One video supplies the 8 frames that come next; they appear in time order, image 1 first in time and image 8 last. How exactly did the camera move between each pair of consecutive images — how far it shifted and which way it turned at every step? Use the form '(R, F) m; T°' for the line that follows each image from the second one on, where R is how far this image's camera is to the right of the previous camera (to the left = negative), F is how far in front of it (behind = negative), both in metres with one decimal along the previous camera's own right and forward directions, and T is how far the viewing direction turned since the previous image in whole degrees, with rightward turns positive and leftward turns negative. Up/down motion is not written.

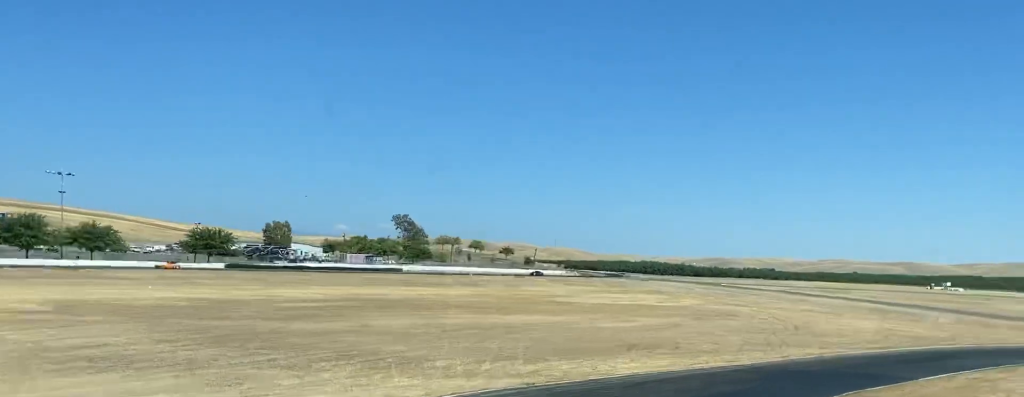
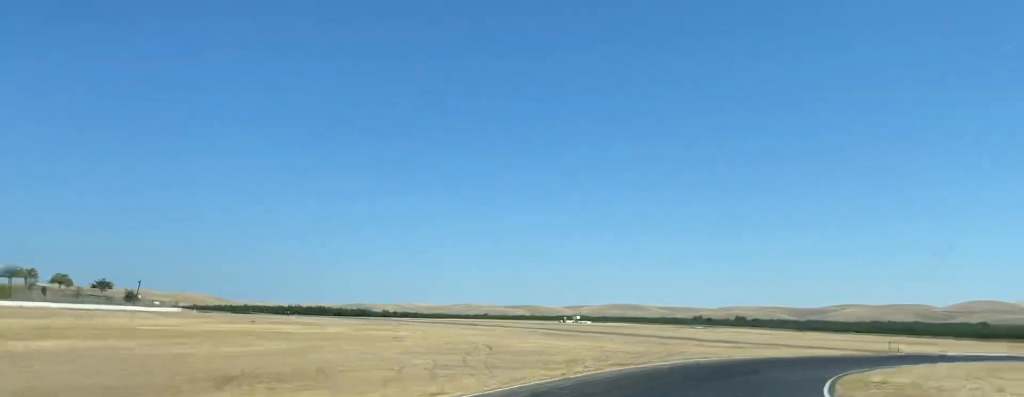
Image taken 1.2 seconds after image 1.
(+8.9, +35.0) m; +29°
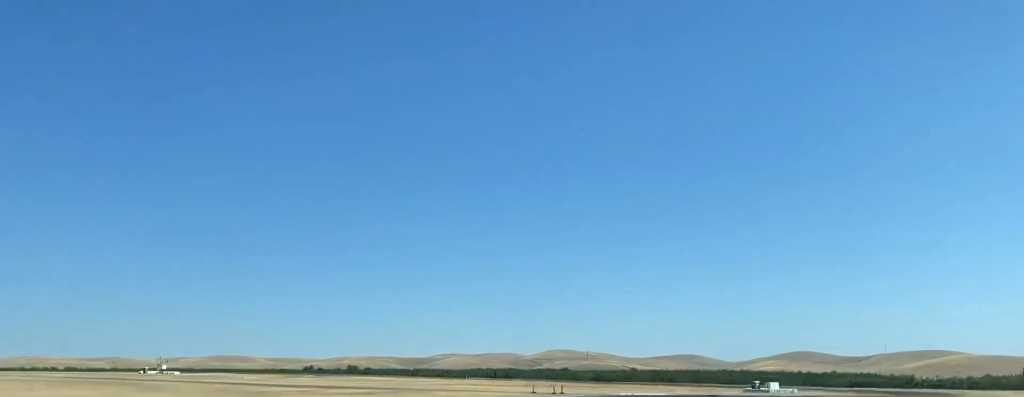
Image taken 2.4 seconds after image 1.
(+7.6, +35.8) m; +20°
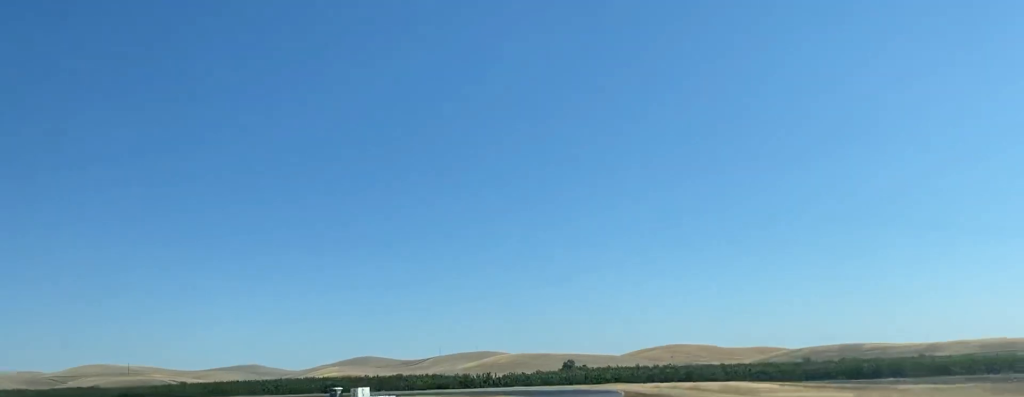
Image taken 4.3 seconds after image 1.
(+12.2, +66.6) m; +13°
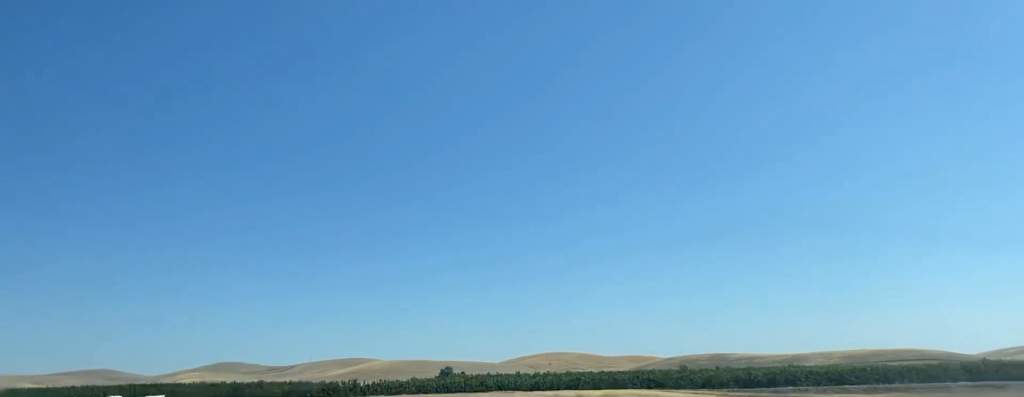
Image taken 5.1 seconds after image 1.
(-0.7, +27.5) m; -2°
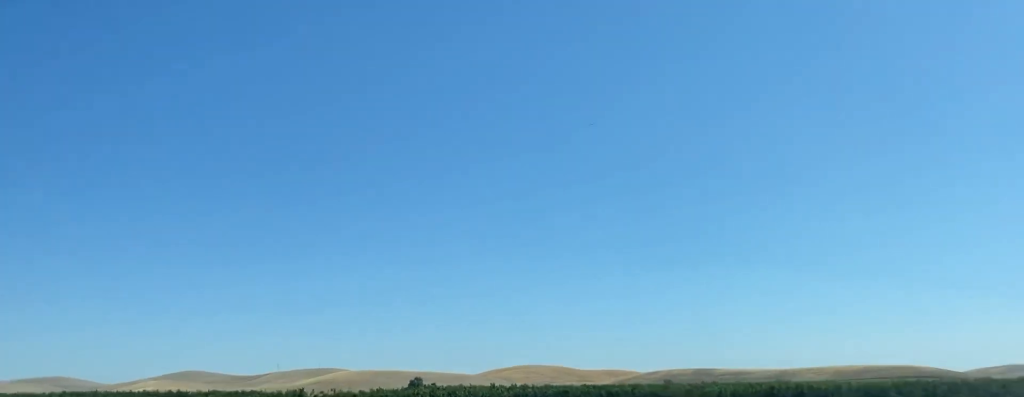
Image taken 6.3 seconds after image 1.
(-1.2, +39.2) m; -23°
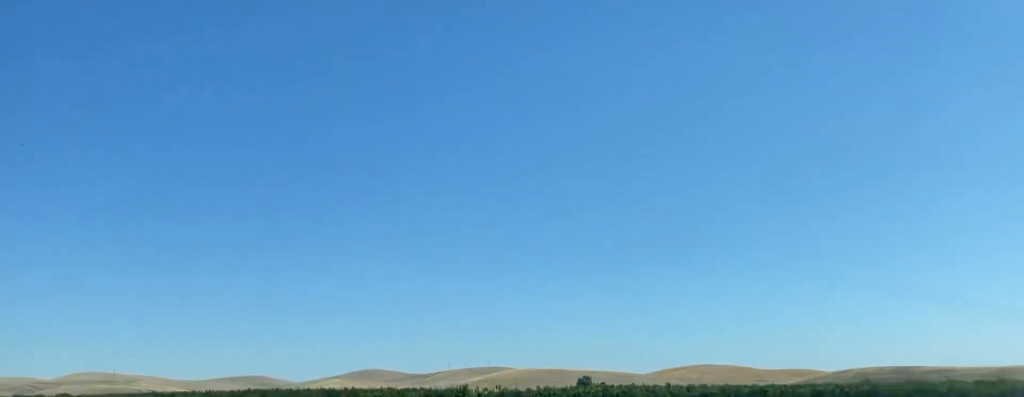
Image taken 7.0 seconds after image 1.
(-7.2, +21.4) m; -23°
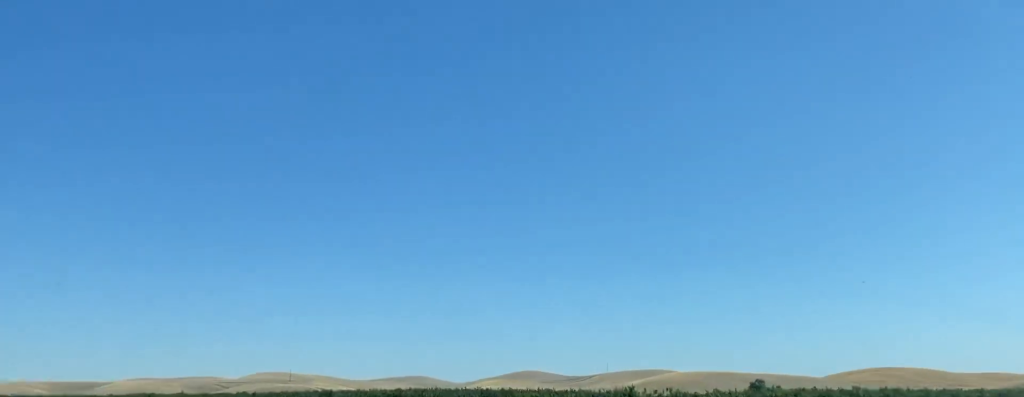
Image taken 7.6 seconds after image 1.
(-3.8, +20.5) m; -19°
